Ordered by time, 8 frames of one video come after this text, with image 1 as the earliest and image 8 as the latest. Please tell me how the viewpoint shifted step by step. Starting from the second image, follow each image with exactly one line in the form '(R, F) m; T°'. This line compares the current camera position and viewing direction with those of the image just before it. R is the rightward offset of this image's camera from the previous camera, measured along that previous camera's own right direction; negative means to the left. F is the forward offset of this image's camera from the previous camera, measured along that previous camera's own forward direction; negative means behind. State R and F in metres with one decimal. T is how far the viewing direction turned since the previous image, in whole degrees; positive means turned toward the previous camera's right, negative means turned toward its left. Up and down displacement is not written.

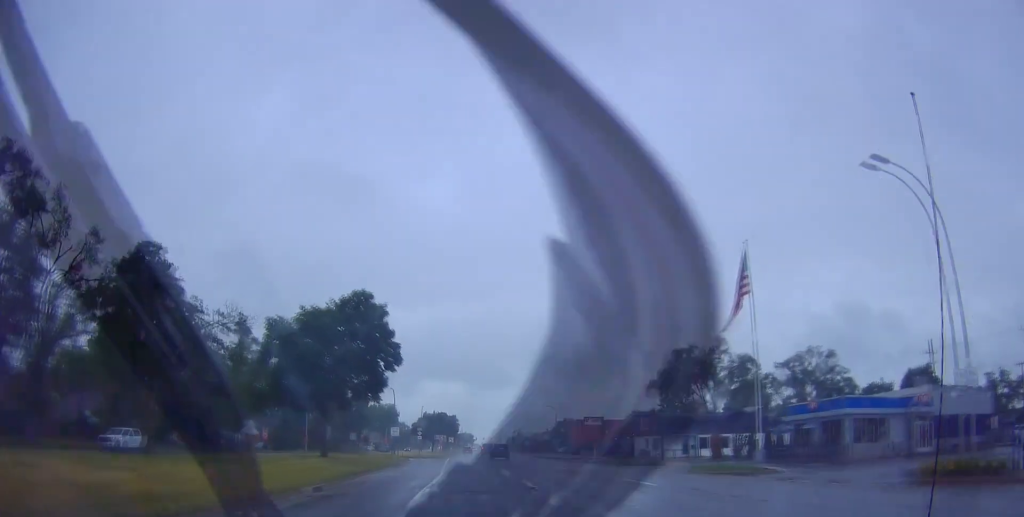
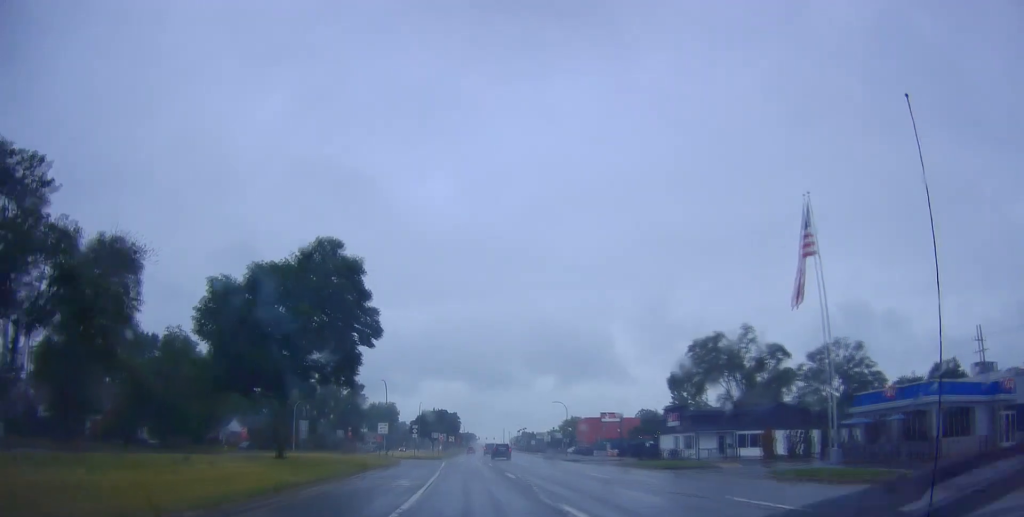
(+0.1, +9.8) m; -1°
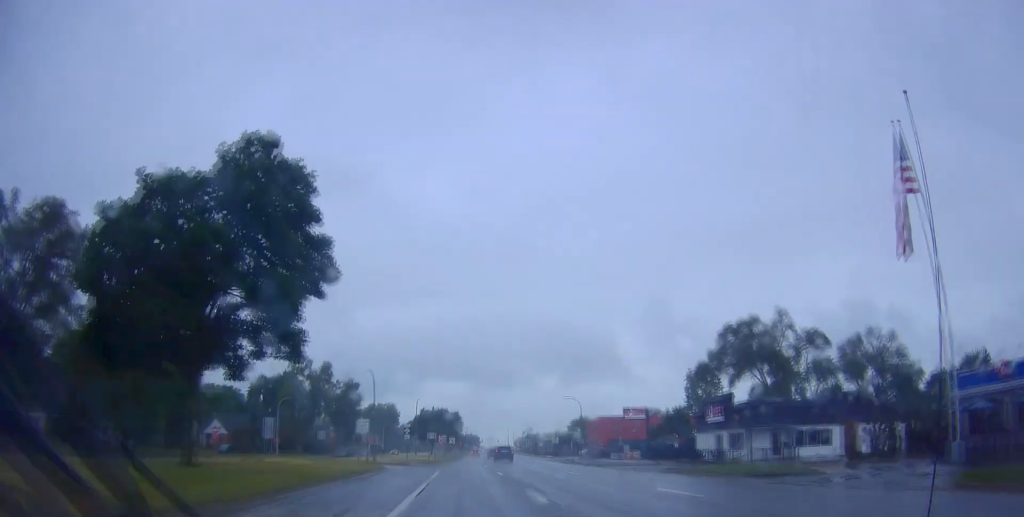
(-0.3, +10.8) m; 0°
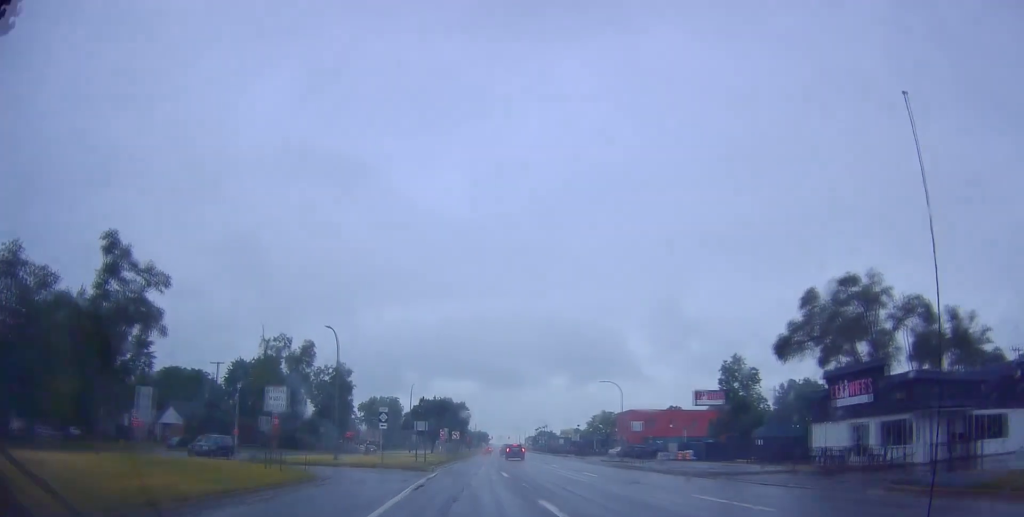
(+0.1, +19.9) m; +1°
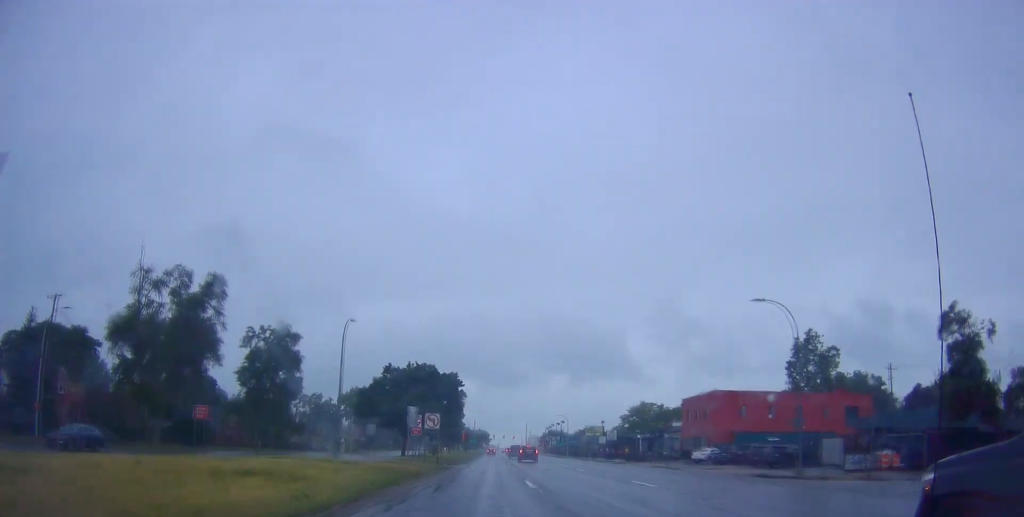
(-0.9, +38.2) m; -3°
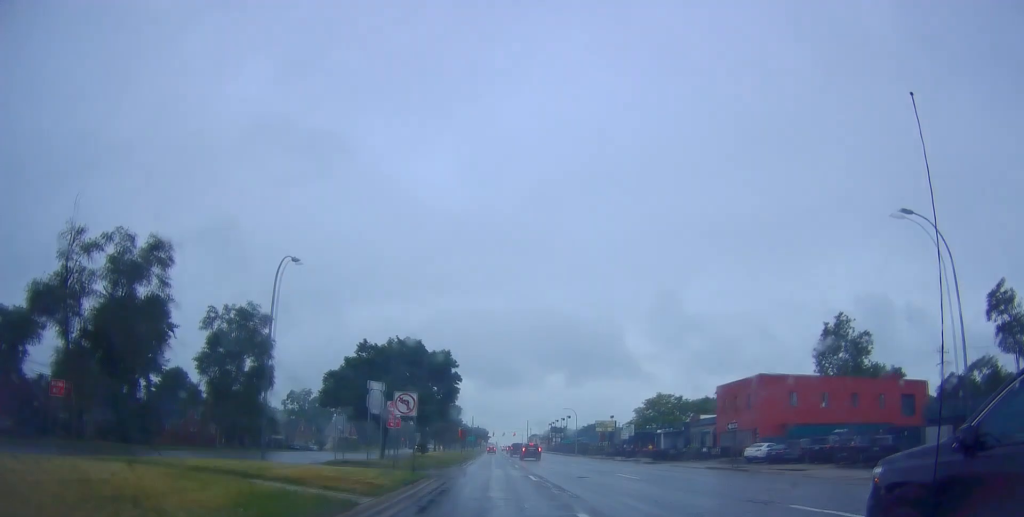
(0.0, +12.9) m; 0°
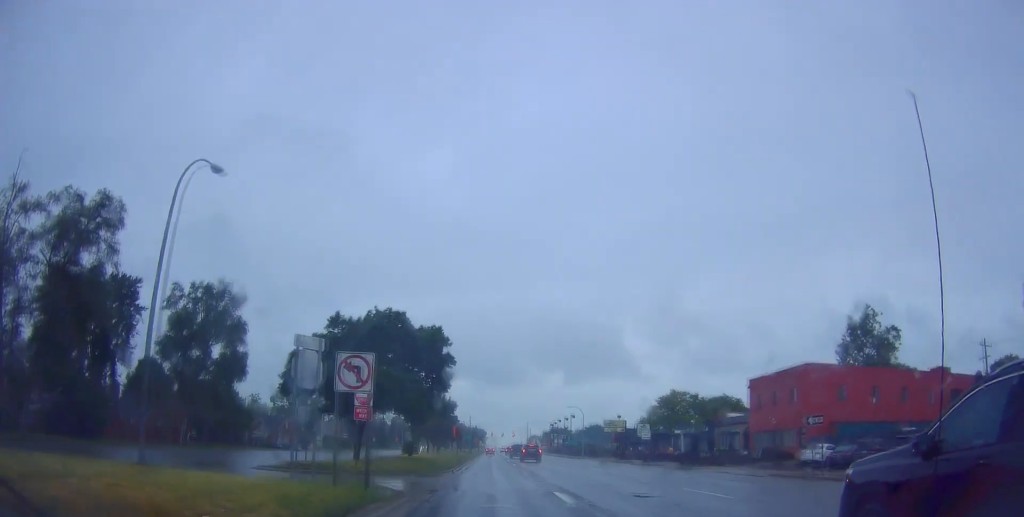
(0.0, +9.6) m; 0°
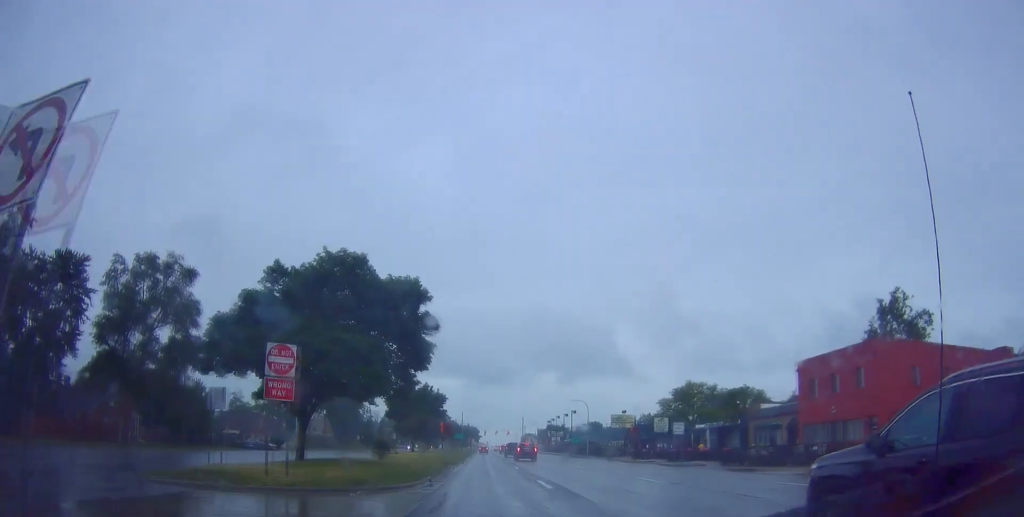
(0.0, +11.6) m; 0°
